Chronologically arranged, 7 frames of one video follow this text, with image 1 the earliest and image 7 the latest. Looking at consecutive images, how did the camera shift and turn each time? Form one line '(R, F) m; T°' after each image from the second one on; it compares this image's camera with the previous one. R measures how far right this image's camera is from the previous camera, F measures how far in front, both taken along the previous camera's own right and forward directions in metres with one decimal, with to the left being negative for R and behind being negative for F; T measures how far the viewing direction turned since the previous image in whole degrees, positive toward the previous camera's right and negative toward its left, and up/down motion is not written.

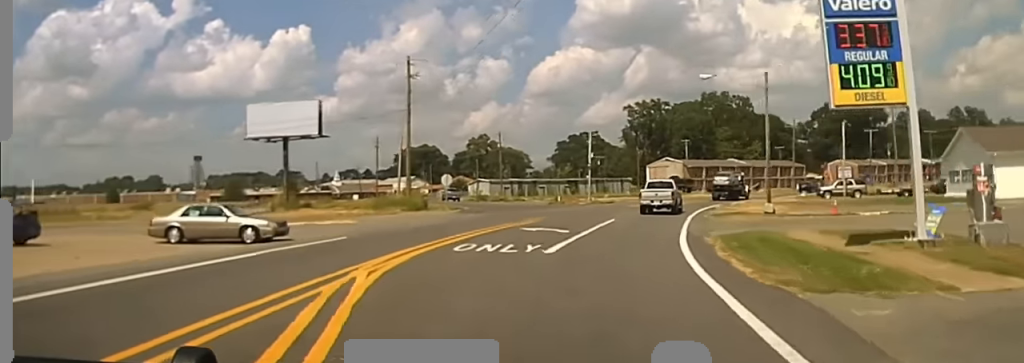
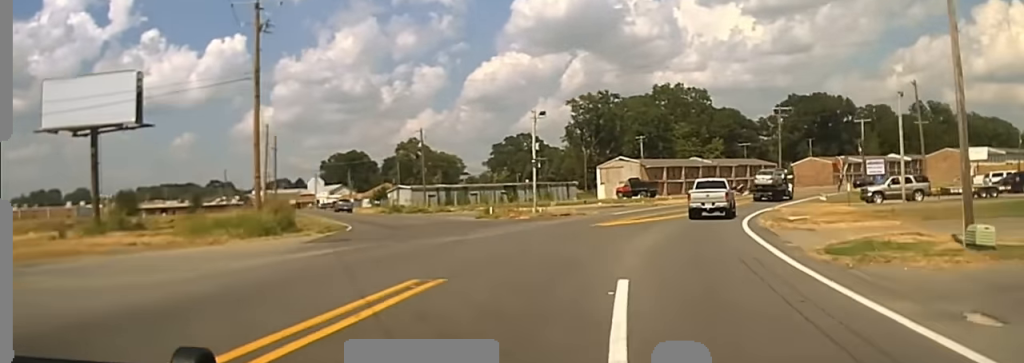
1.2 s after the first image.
(+2.9, +29.7) m; +8°
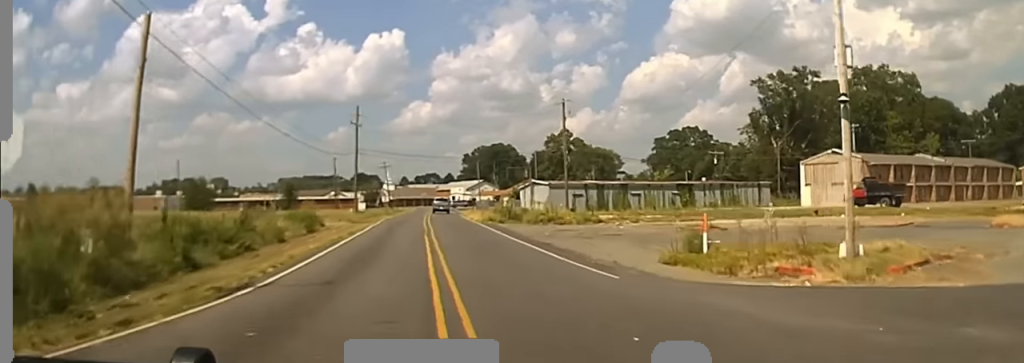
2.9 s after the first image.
(+1.7, +40.4) m; +2°
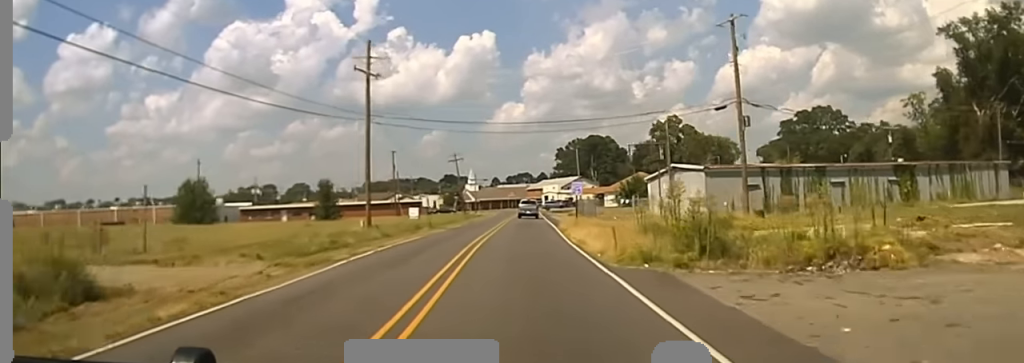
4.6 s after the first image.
(-3.6, +36.7) m; -11°
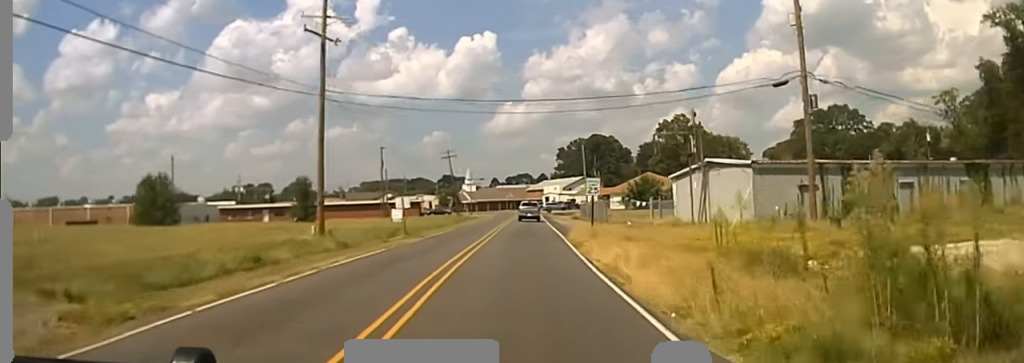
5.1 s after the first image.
(-0.5, +10.3) m; -2°
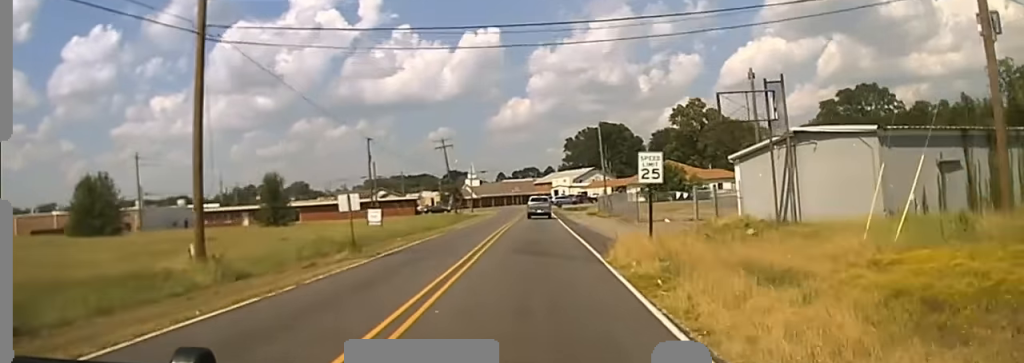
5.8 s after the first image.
(-0.2, +16.8) m; -1°
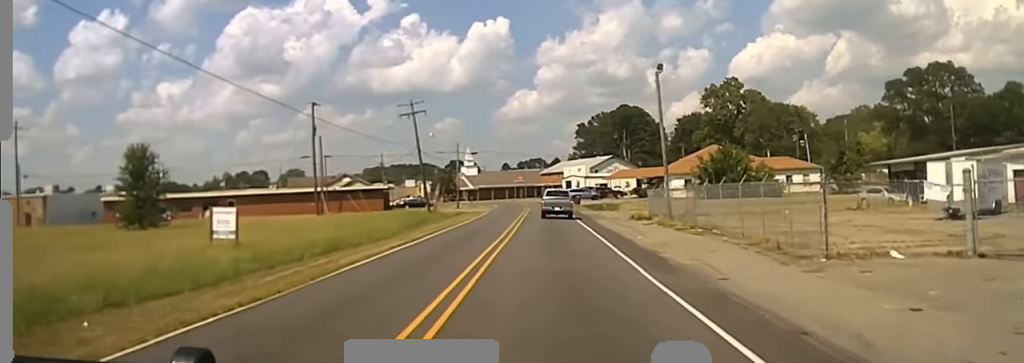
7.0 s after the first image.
(-0.5, +32.8) m; -1°
